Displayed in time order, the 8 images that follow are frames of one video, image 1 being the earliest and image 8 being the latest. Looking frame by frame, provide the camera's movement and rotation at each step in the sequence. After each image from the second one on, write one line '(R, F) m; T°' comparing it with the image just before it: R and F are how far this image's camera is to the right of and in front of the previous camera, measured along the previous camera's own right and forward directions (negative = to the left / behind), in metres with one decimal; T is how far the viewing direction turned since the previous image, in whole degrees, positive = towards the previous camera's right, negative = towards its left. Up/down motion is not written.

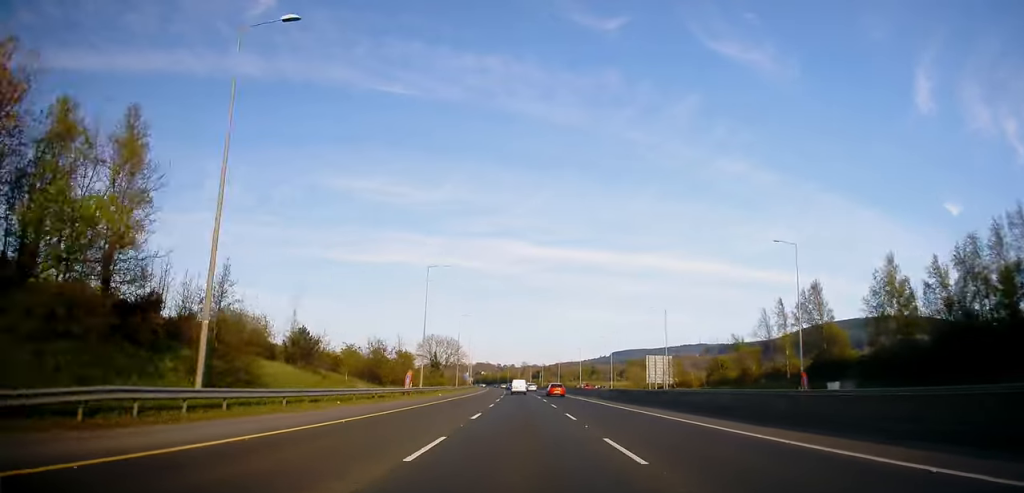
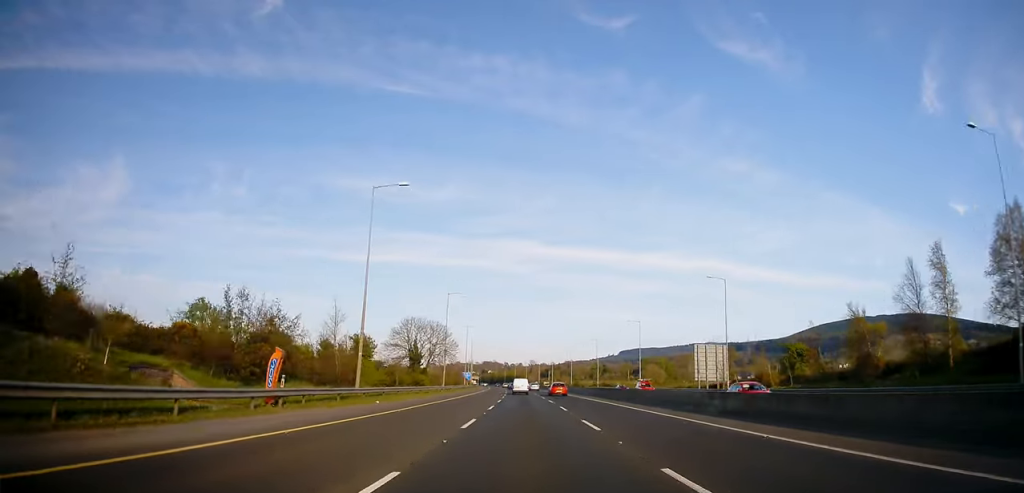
(-0.3, +28.7) m; -1°
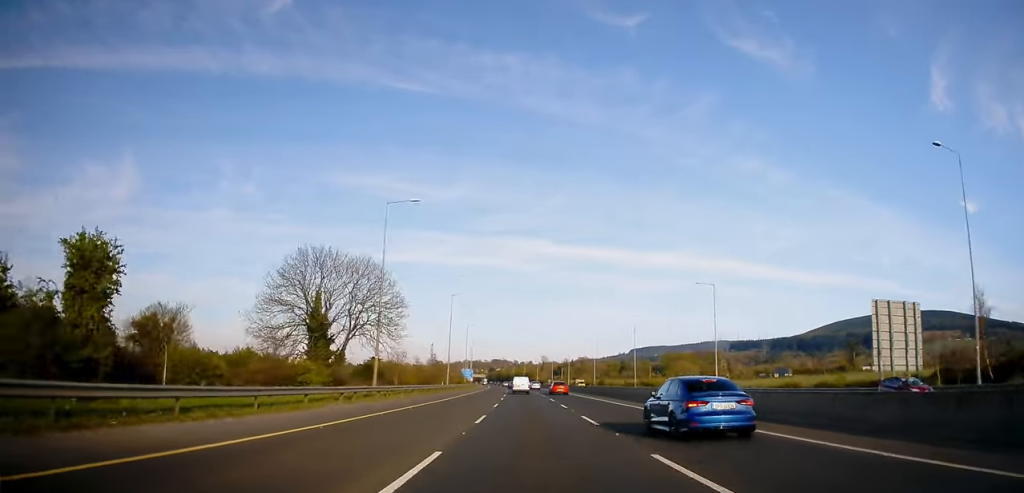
(-0.4, +44.7) m; -1°
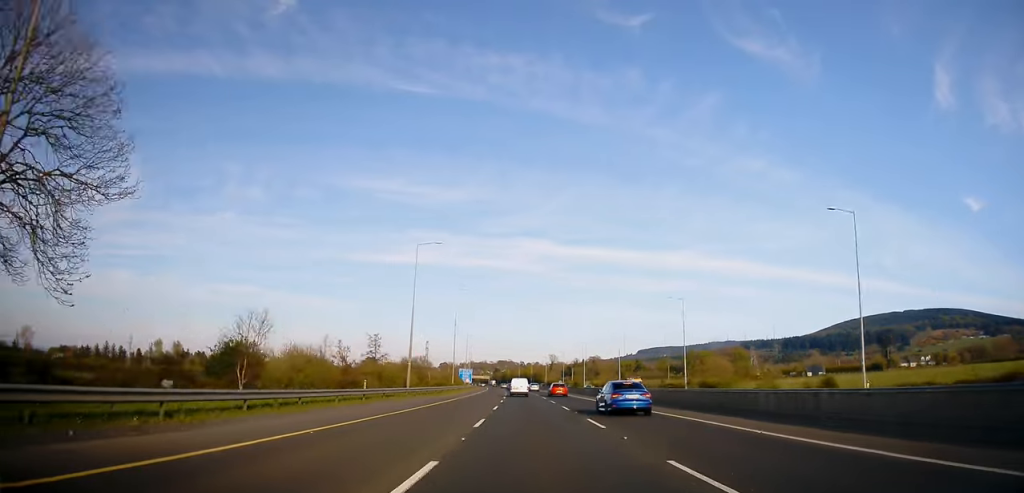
(-0.3, +35.1) m; 0°
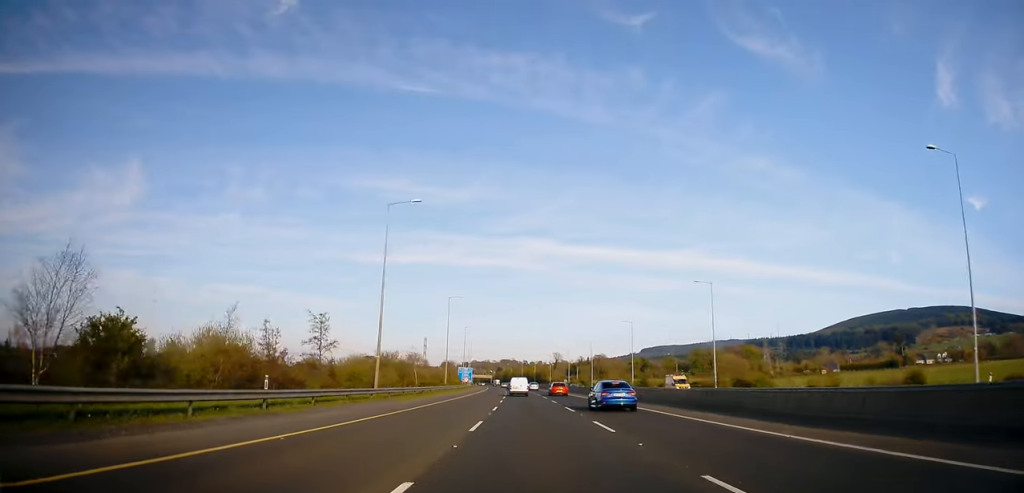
(0.0, +13.7) m; 0°
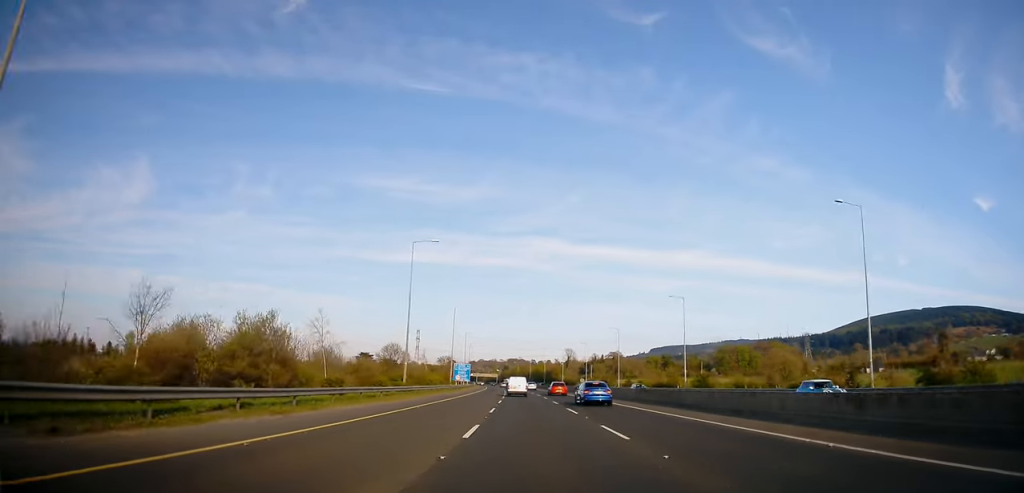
(-0.1, +36.7) m; -1°
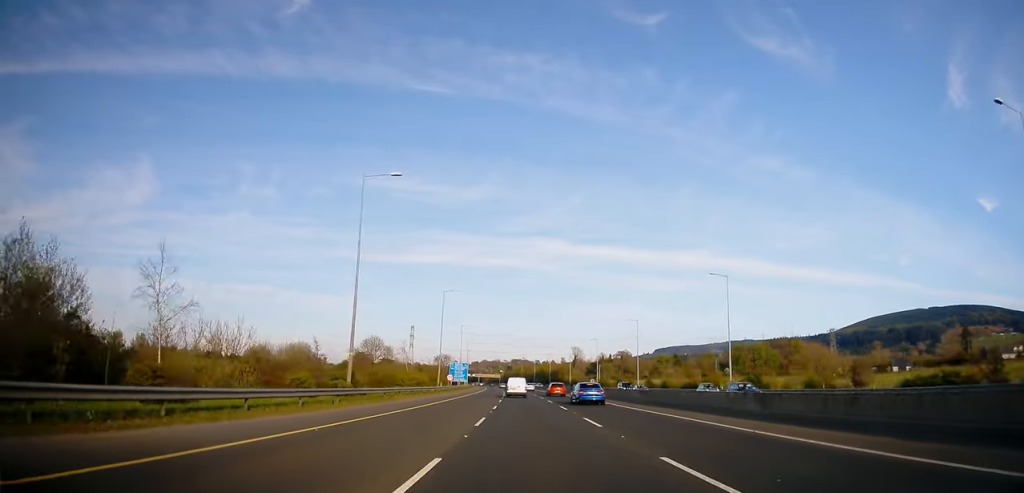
(-0.3, +19.3) m; -1°
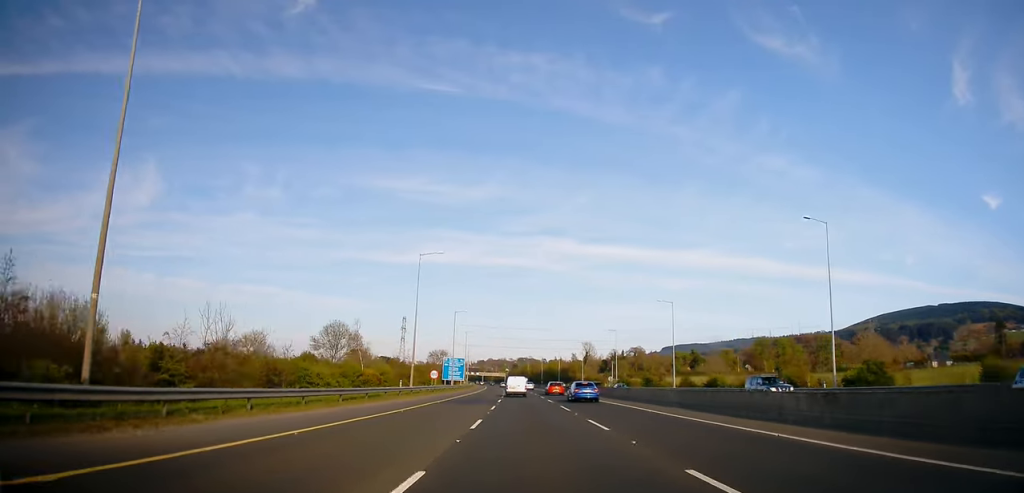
(-0.1, +25.0) m; 0°
